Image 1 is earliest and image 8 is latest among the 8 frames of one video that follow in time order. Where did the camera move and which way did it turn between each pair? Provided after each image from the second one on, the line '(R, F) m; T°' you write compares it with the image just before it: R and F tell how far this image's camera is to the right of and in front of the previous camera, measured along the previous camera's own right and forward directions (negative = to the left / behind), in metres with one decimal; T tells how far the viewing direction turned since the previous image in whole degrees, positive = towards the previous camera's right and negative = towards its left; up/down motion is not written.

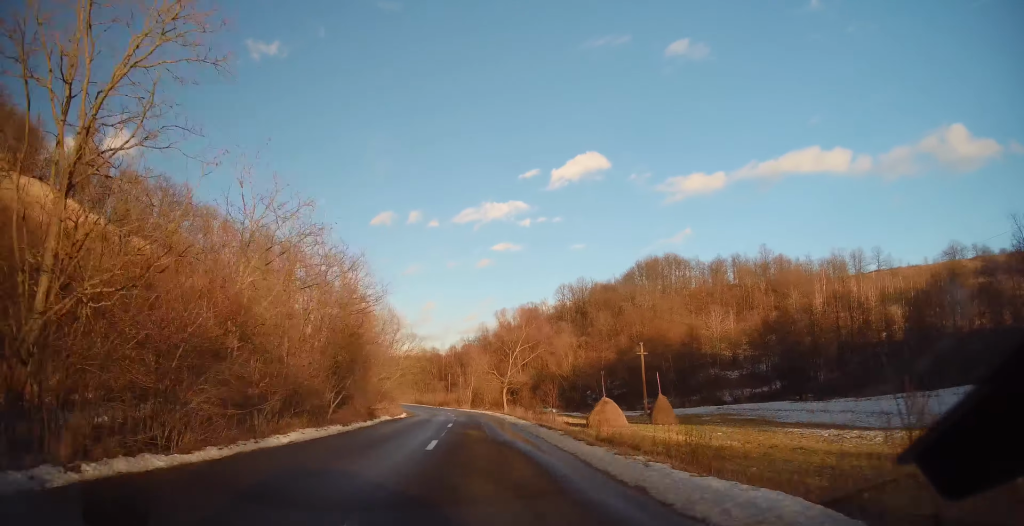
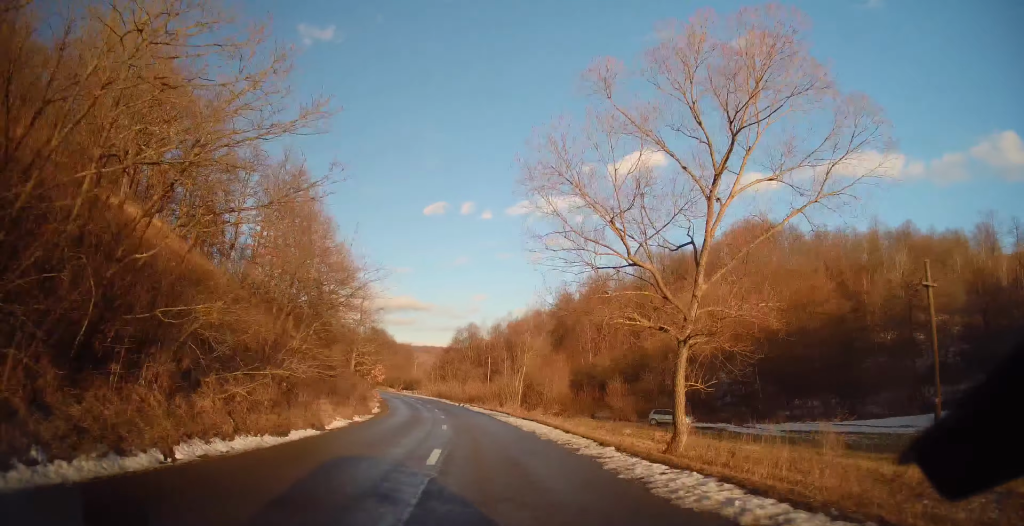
(-0.6, +49.3) m; -5°
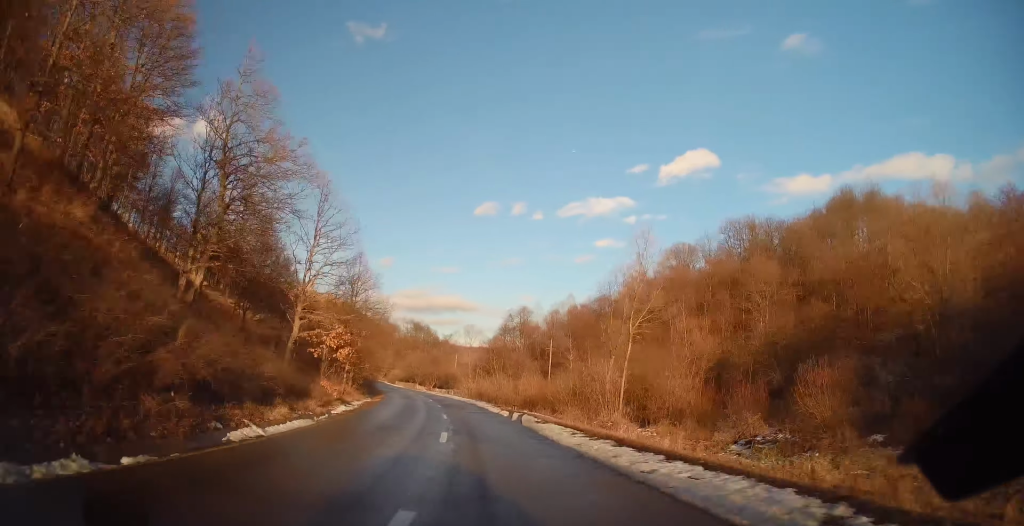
(-2.0, +31.5) m; -6°
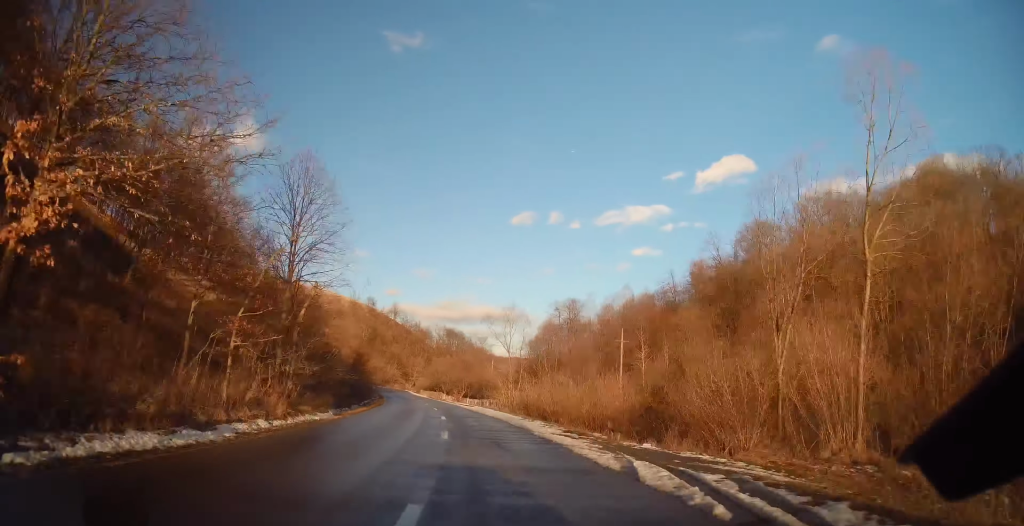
(-0.4, +22.3) m; -4°
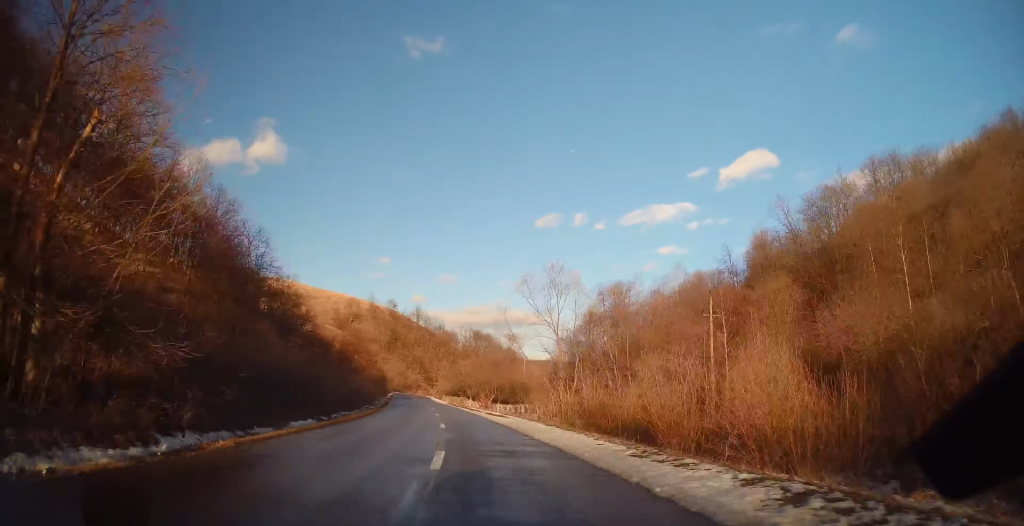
(-0.8, +17.1) m; -3°
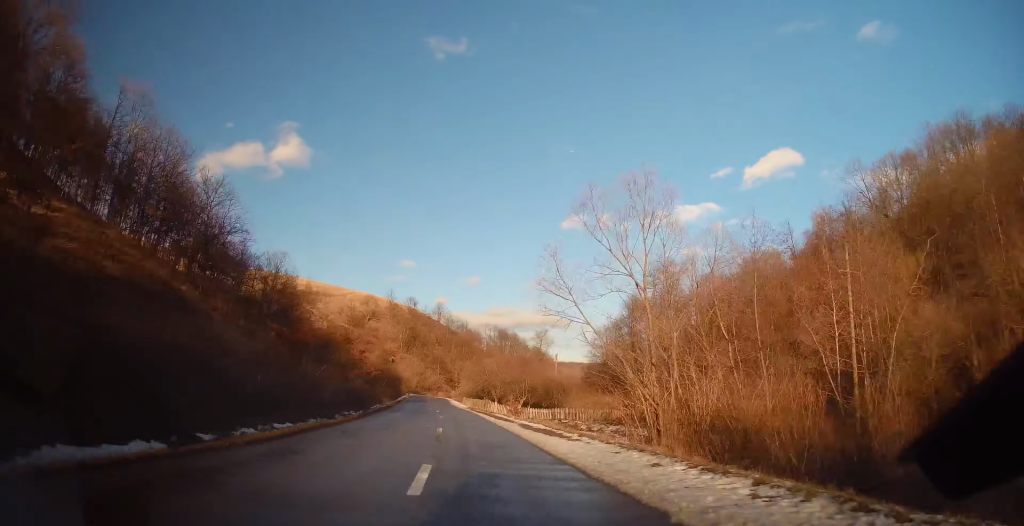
(-0.4, +14.3) m; -2°
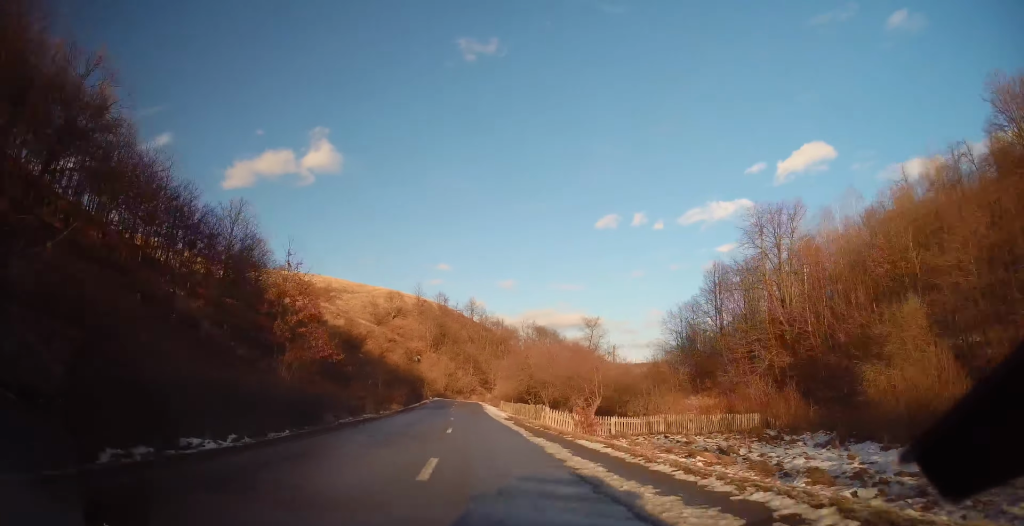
(-0.4, +21.4) m; -3°
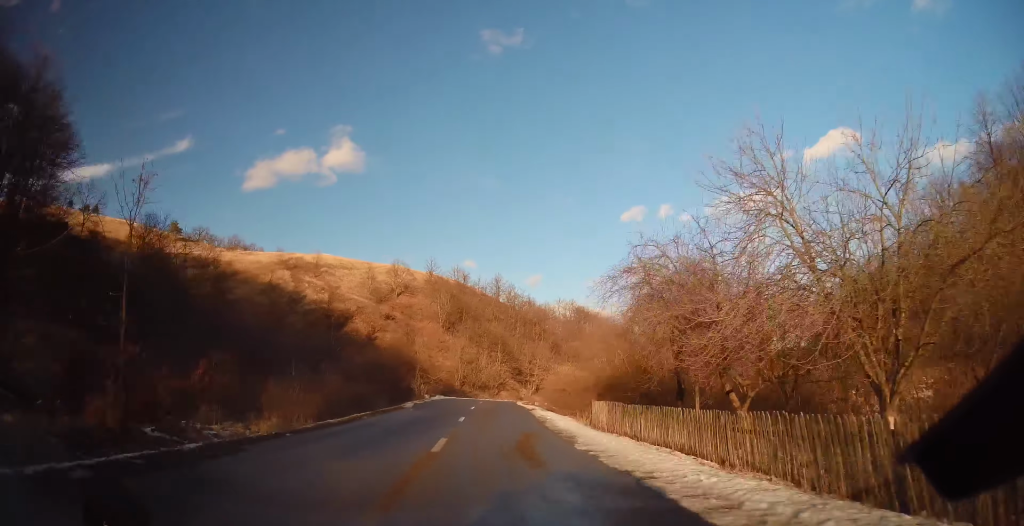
(-1.1, +41.1) m; 0°
